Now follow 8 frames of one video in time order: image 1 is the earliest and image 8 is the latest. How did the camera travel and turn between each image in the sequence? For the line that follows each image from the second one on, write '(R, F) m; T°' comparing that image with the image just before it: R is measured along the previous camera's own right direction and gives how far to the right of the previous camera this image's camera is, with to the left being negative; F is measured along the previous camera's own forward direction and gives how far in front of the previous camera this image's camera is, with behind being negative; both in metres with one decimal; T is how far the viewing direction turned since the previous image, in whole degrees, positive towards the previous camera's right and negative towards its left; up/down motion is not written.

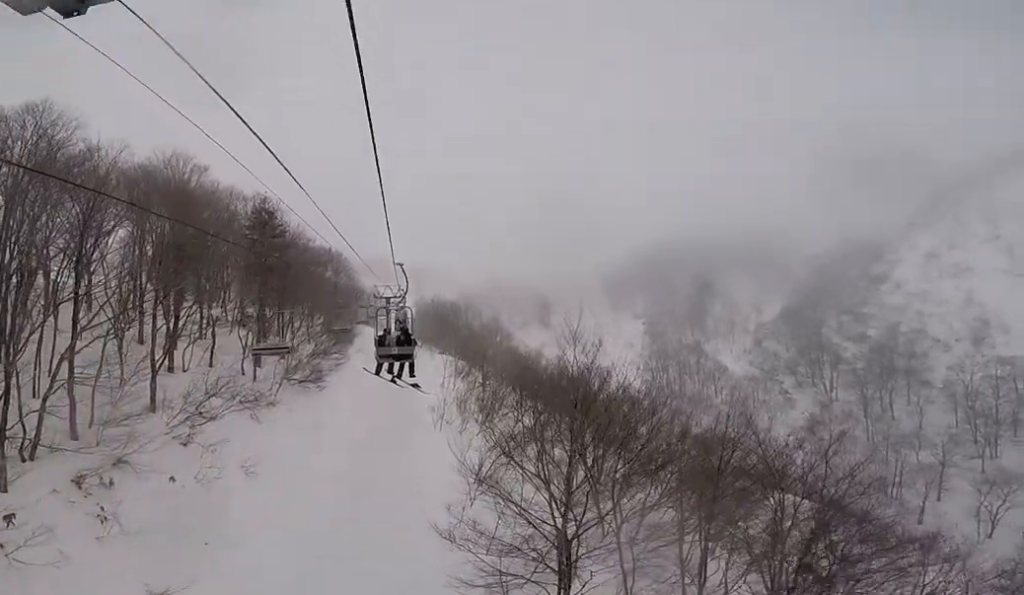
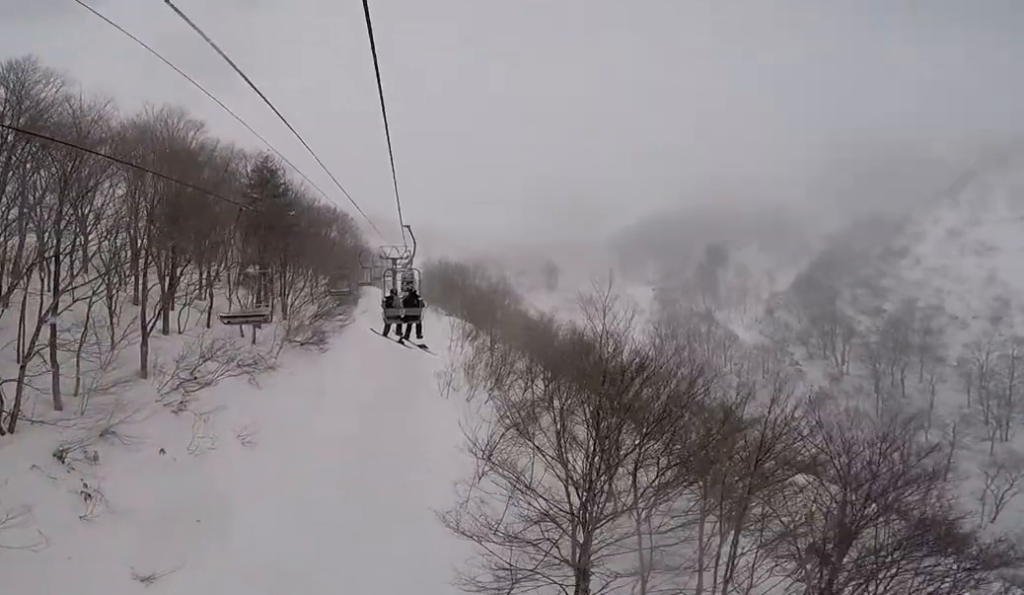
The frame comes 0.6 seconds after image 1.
(-1.0, +1.3) m; +1°
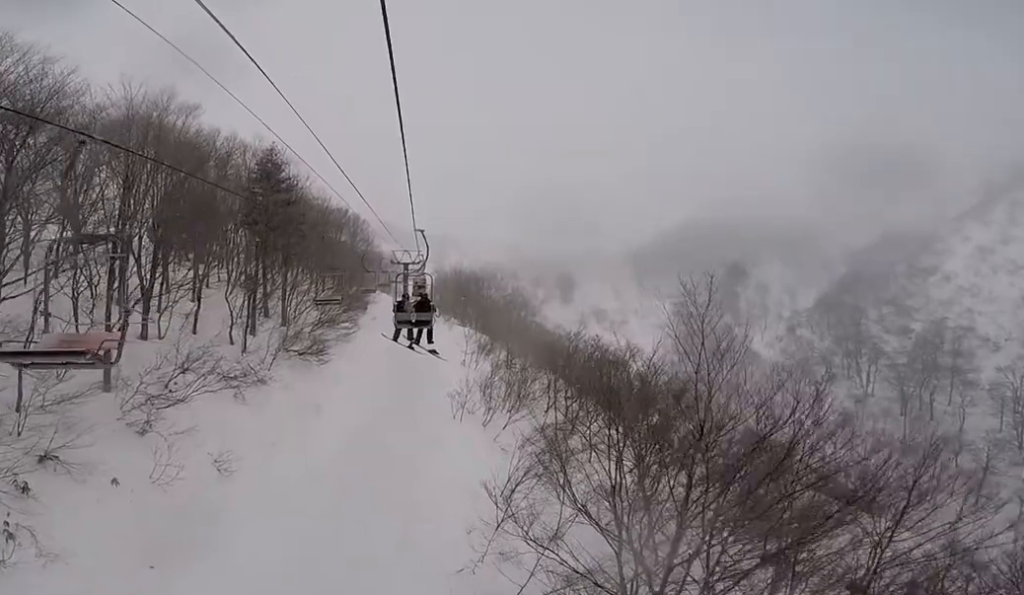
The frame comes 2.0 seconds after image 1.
(+1.0, +2.7) m; 0°
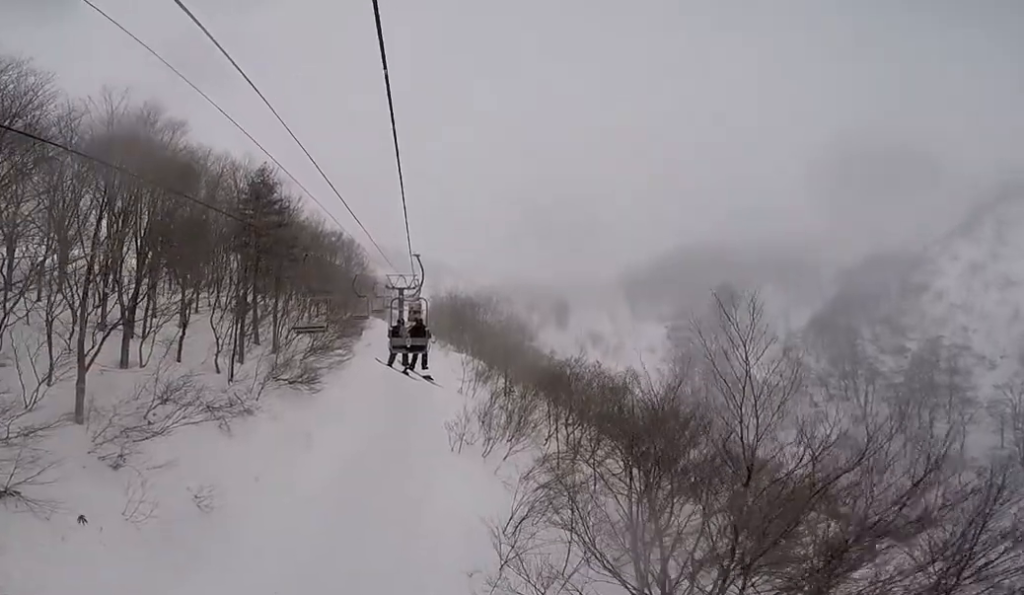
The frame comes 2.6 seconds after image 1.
(-0.9, +1.1) m; 0°
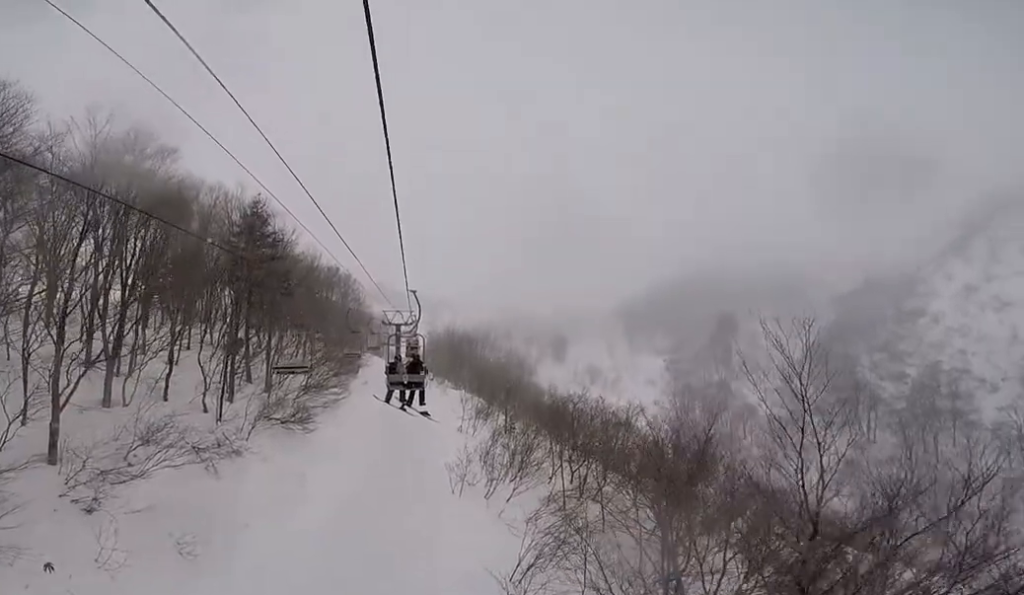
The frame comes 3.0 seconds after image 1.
(+0.3, +0.9) m; 0°
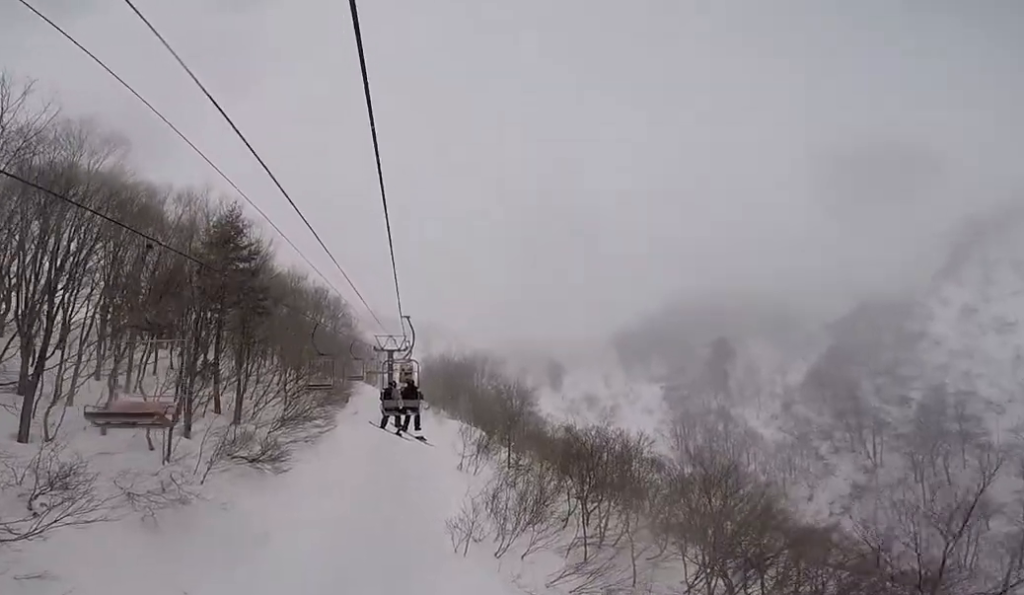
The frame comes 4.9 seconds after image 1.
(-0.3, +3.6) m; -2°
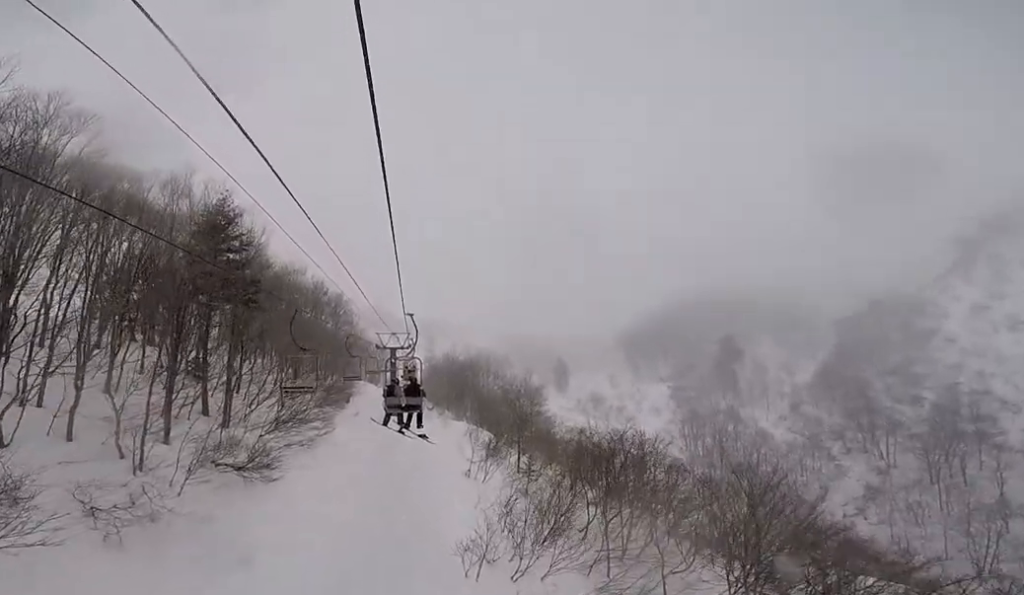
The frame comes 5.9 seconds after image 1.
(+1.1, +1.7) m; +3°
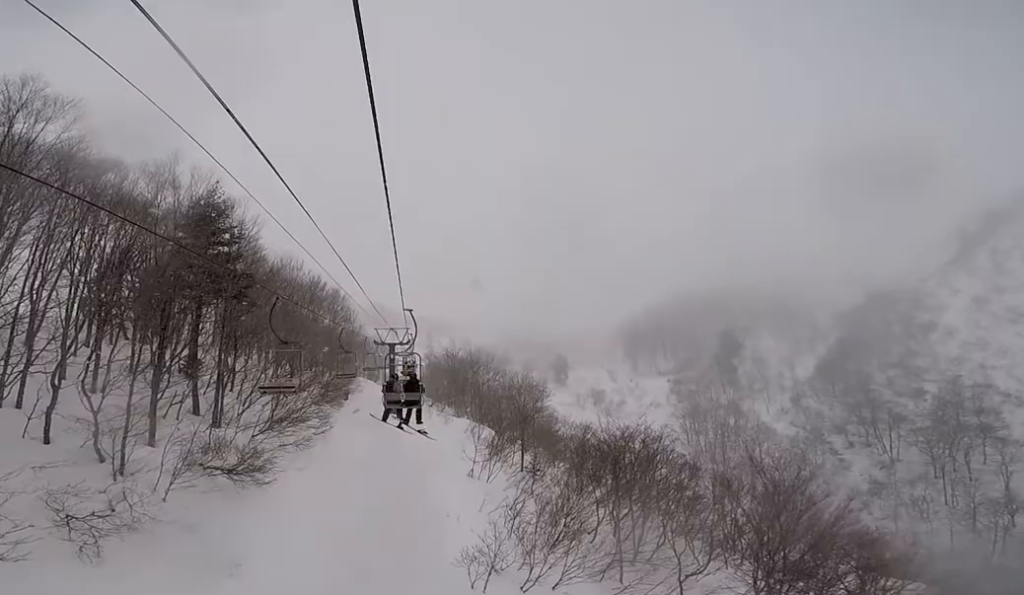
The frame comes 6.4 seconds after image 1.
(-0.7, +1.0) m; -6°
